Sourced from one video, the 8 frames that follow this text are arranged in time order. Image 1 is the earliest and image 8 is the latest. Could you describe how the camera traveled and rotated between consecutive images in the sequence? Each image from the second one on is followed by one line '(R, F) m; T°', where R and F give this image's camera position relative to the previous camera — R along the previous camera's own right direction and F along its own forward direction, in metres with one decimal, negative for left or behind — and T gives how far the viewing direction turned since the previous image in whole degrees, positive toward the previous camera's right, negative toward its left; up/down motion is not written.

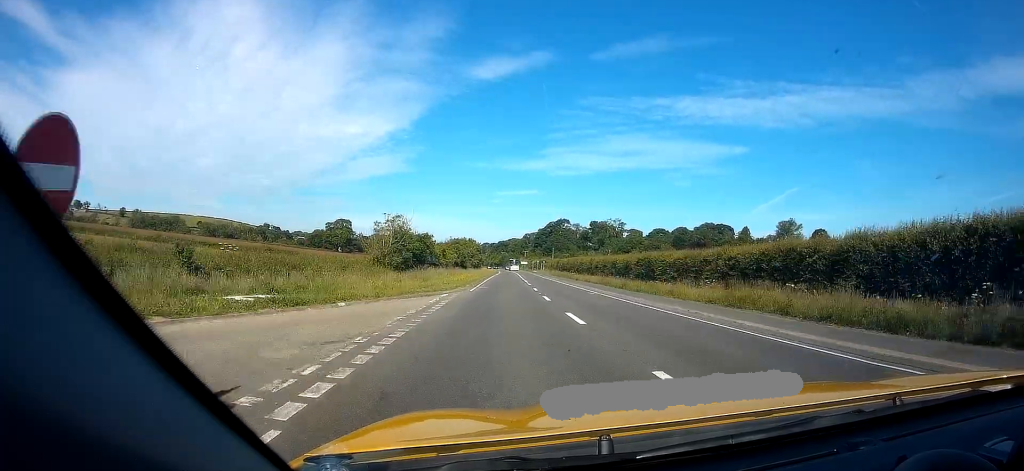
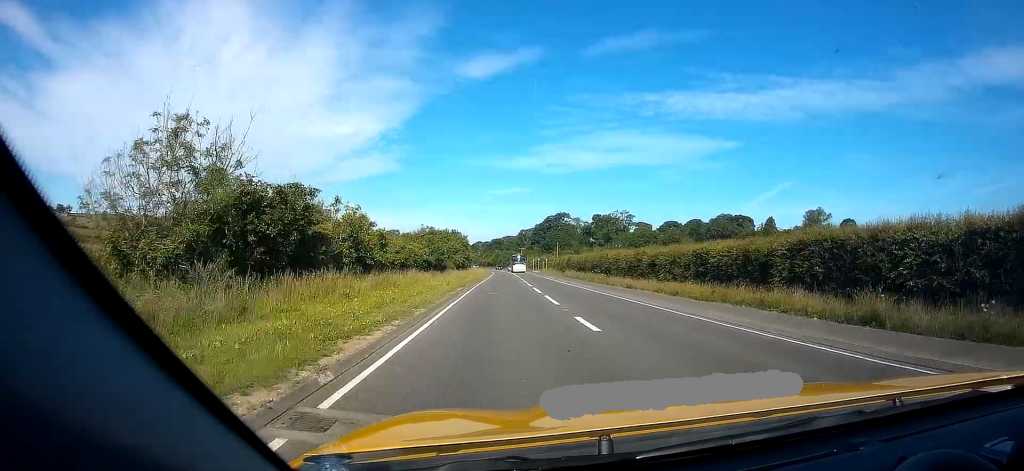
(0.0, +29.0) m; 0°
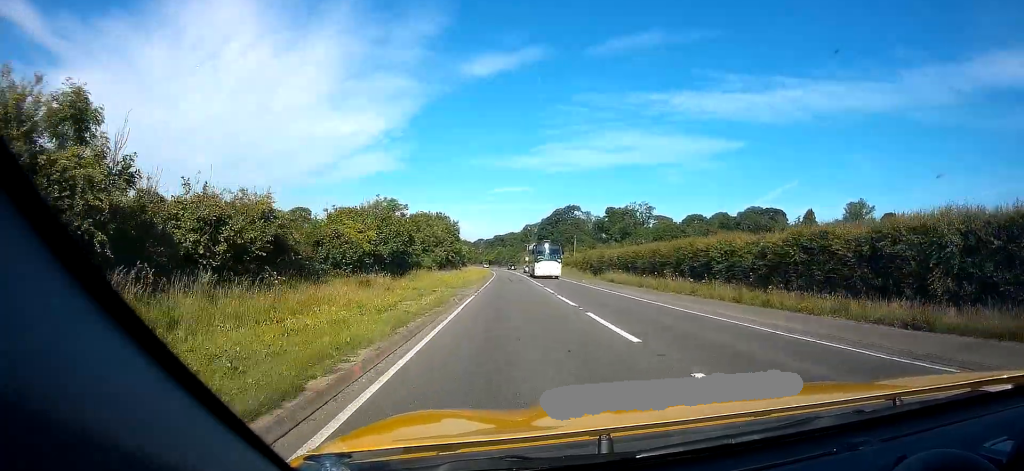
(-0.1, +27.6) m; 0°
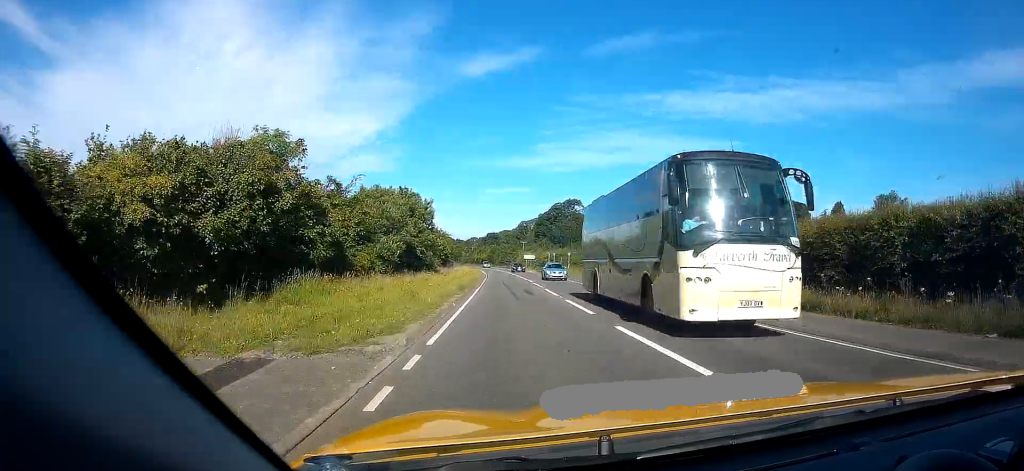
(0.0, +21.6) m; 0°
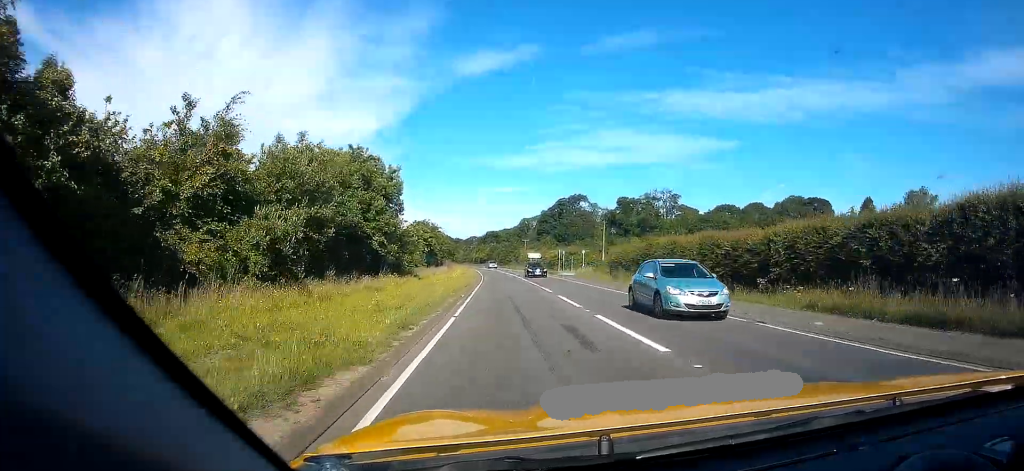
(0.0, +15.6) m; 0°
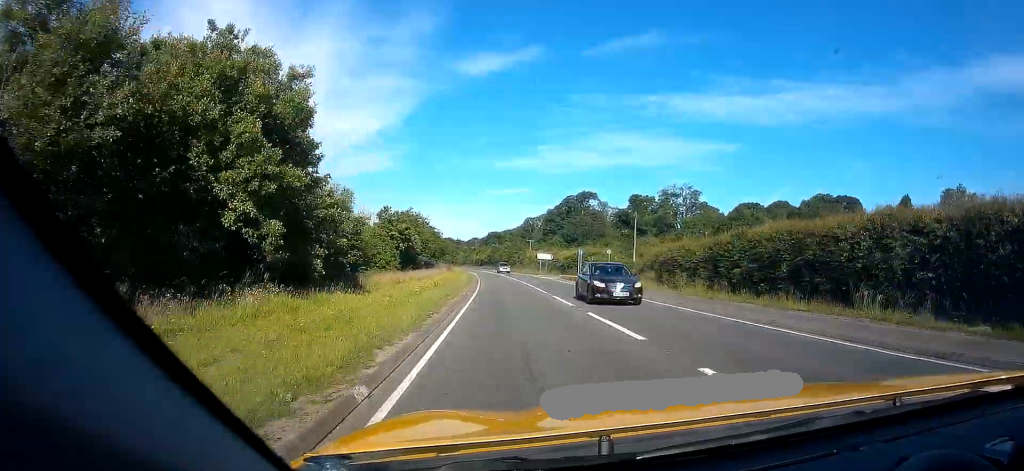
(0.0, +16.4) m; 0°
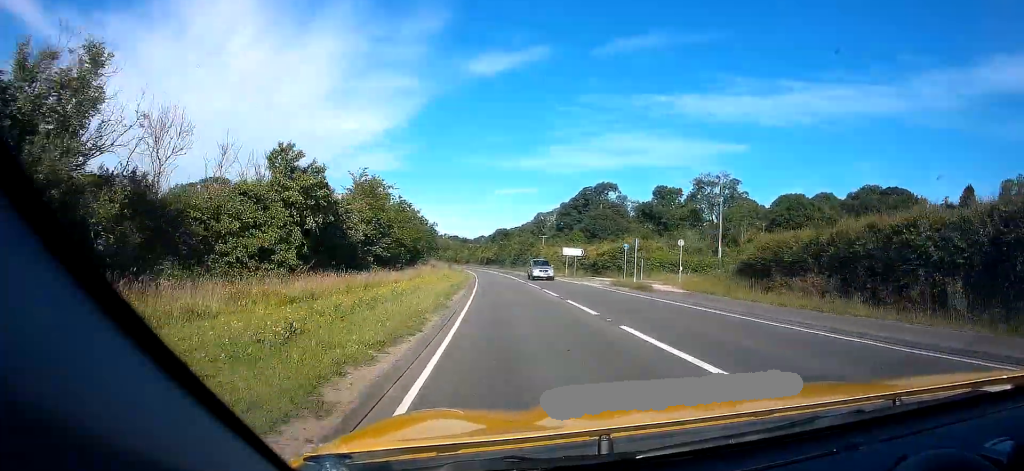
(+0.1, +22.2) m; +1°
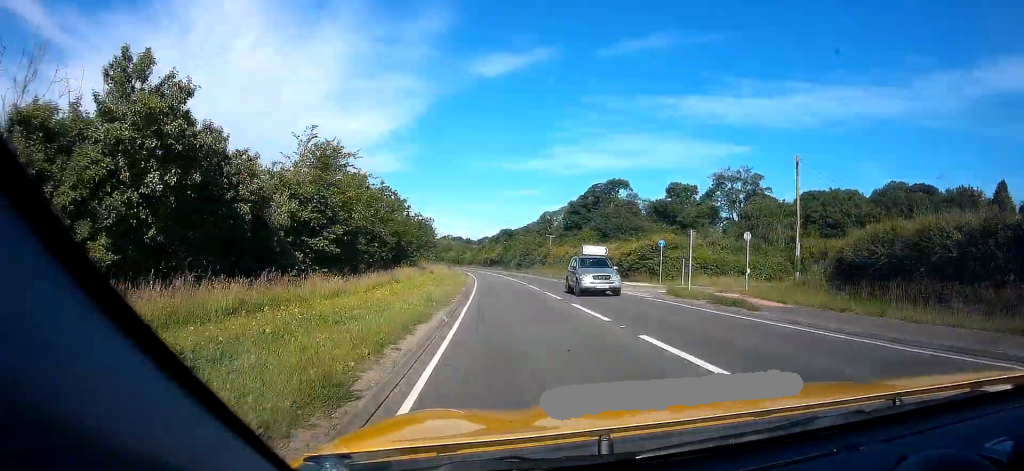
(+0.2, +10.3) m; -1°
